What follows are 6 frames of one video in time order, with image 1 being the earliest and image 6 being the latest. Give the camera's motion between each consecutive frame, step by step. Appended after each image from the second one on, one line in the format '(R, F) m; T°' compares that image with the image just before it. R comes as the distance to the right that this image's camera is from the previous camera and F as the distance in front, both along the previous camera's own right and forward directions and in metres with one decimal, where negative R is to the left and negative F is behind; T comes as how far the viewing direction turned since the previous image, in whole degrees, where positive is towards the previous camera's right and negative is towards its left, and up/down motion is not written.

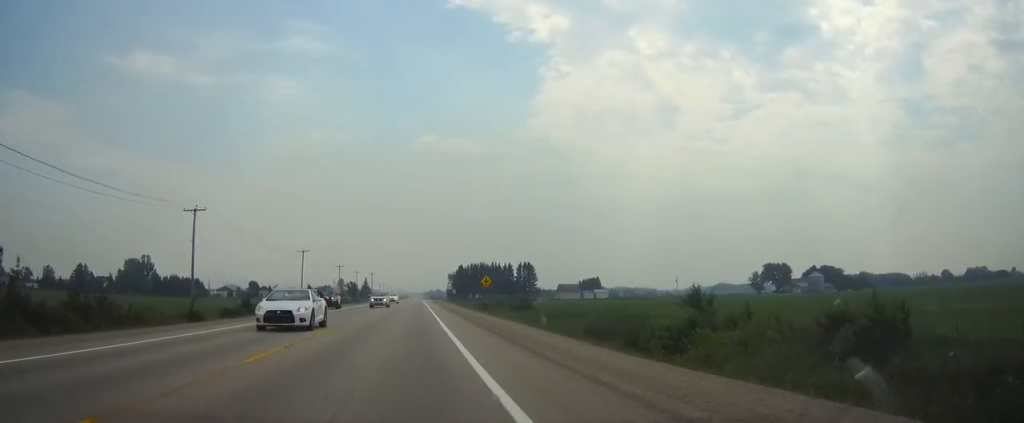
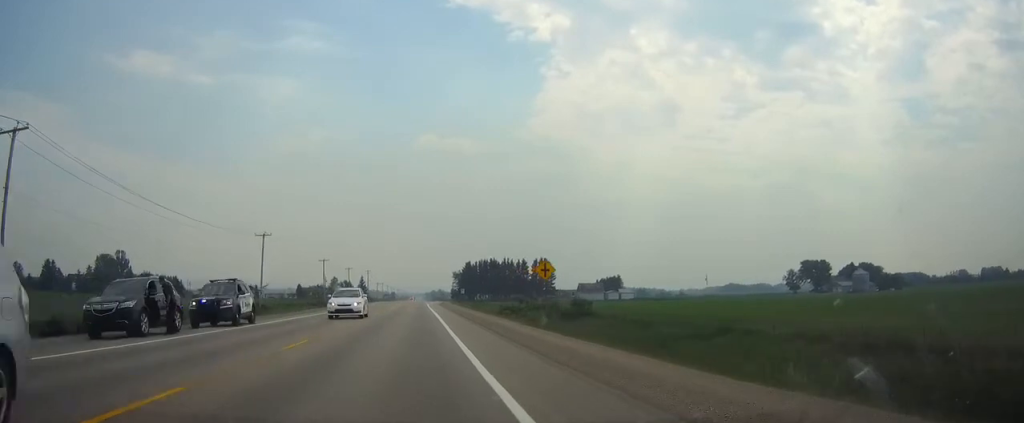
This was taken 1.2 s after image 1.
(-0.1, +32.9) m; 0°
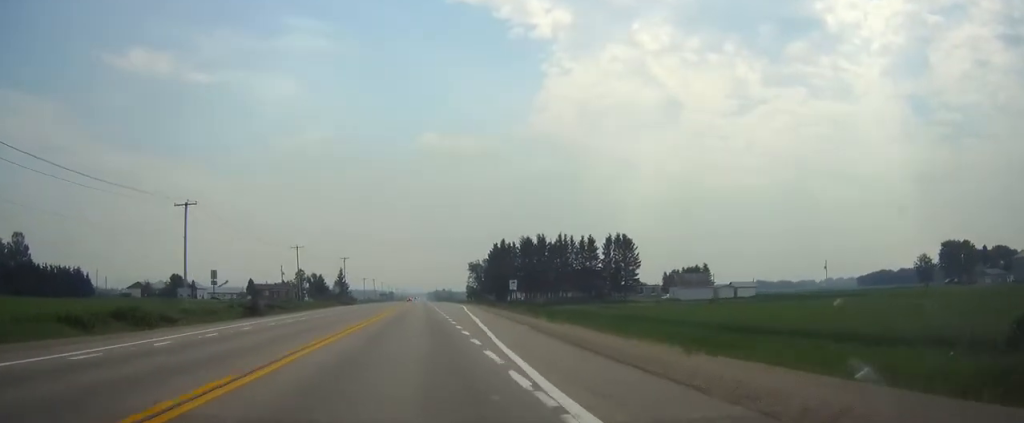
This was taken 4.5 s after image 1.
(-0.6, +91.6) m; -1°
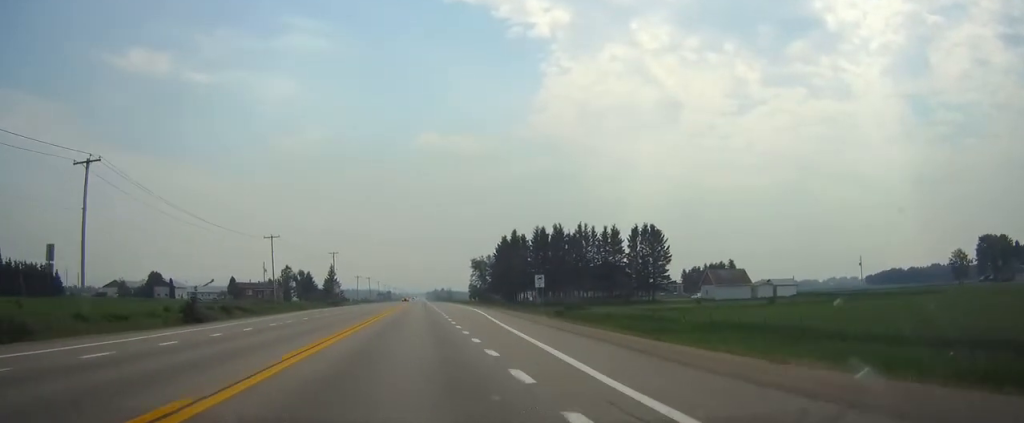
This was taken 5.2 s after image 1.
(0.0, +19.7) m; 0°
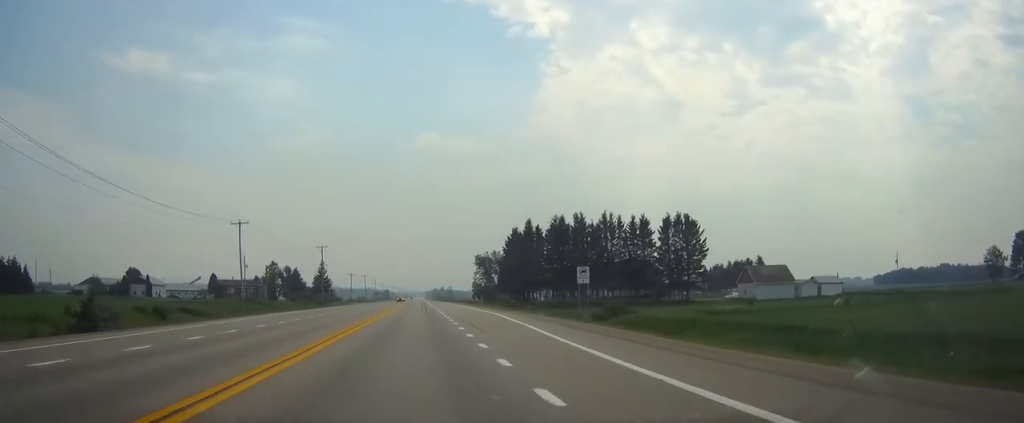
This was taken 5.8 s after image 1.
(0.0, +18.0) m; 0°
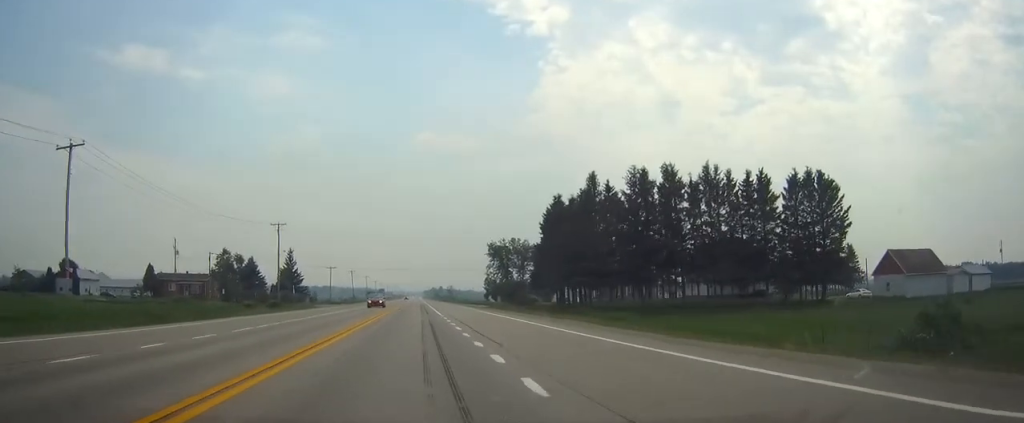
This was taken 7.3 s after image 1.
(+0.2, +42.8) m; +1°
